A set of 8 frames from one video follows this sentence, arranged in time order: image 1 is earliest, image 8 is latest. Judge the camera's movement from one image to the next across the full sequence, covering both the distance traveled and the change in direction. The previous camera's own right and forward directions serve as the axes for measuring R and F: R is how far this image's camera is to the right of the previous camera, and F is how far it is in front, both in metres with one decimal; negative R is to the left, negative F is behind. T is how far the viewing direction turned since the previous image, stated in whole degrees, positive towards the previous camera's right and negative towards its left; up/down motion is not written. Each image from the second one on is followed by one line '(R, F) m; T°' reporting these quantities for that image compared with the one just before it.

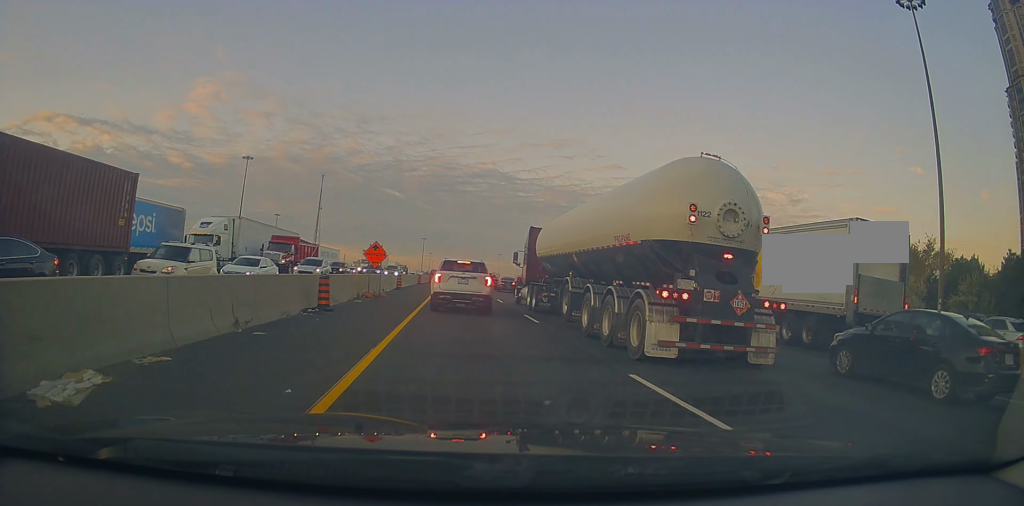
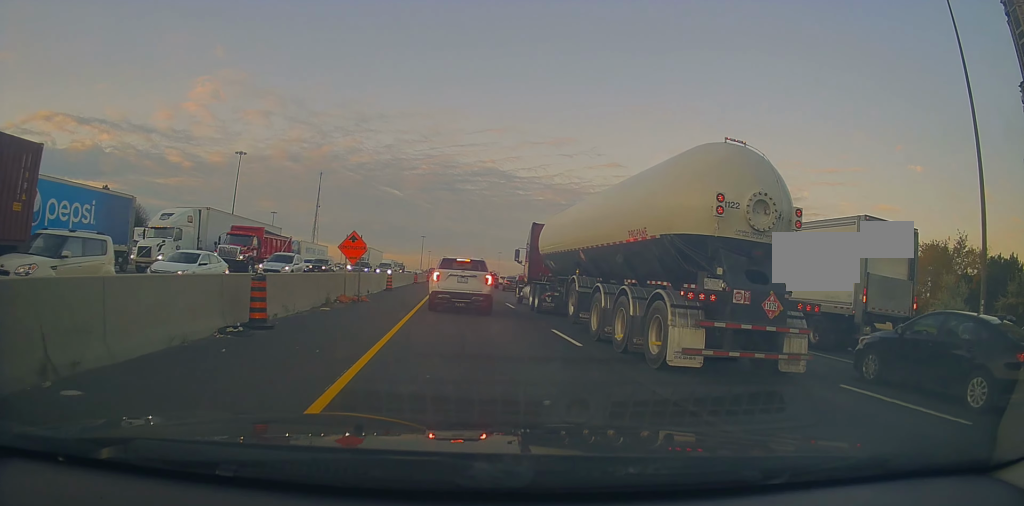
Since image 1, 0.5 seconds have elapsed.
(+0.1, +5.5) m; +1°
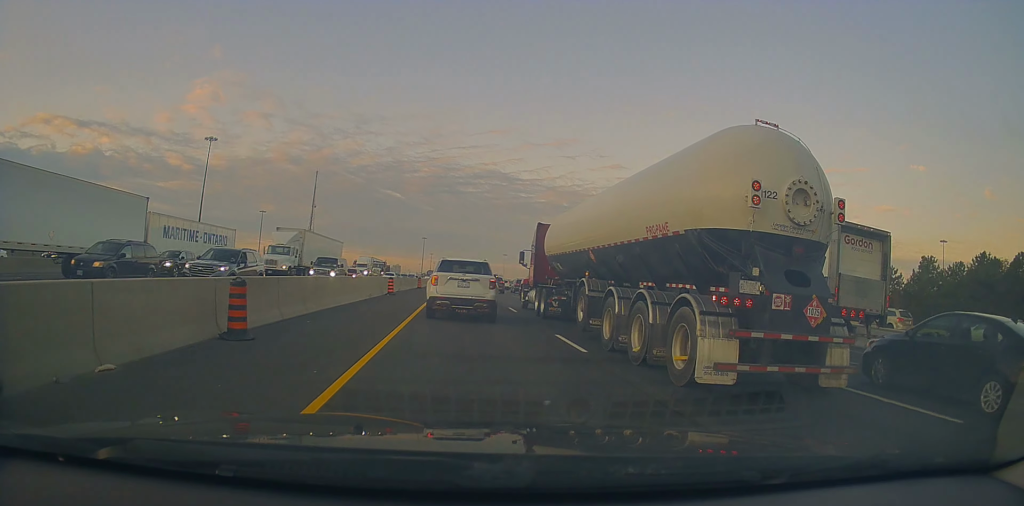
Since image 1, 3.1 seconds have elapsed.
(-0.5, +23.4) m; -3°
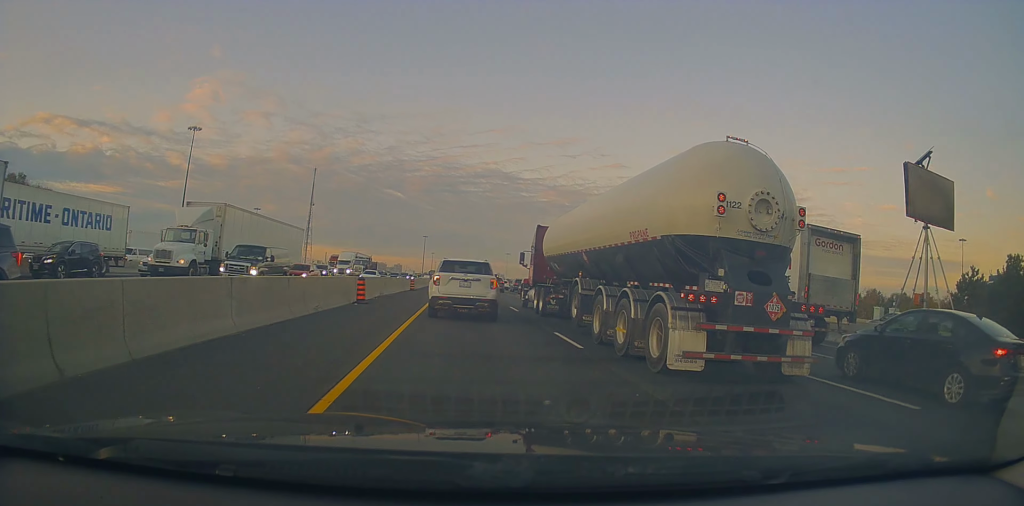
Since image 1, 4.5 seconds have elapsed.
(-0.3, +11.2) m; 0°
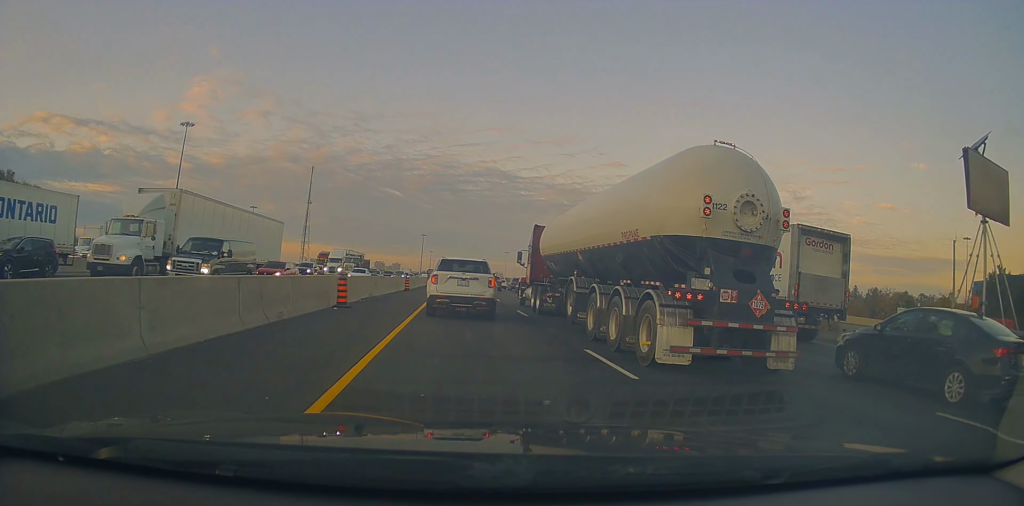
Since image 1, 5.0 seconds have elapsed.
(-0.1, +3.4) m; +2°
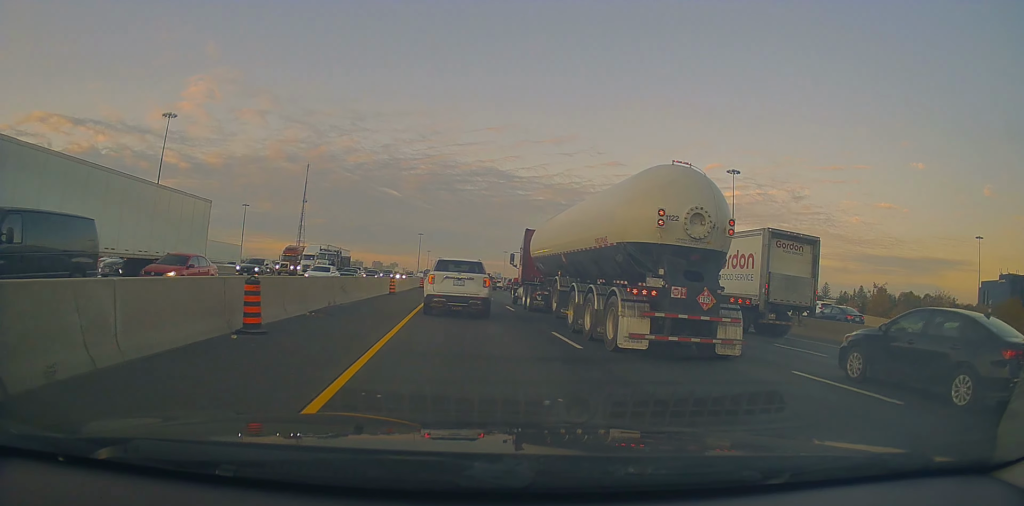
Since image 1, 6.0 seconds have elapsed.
(+0.6, +8.4) m; 0°
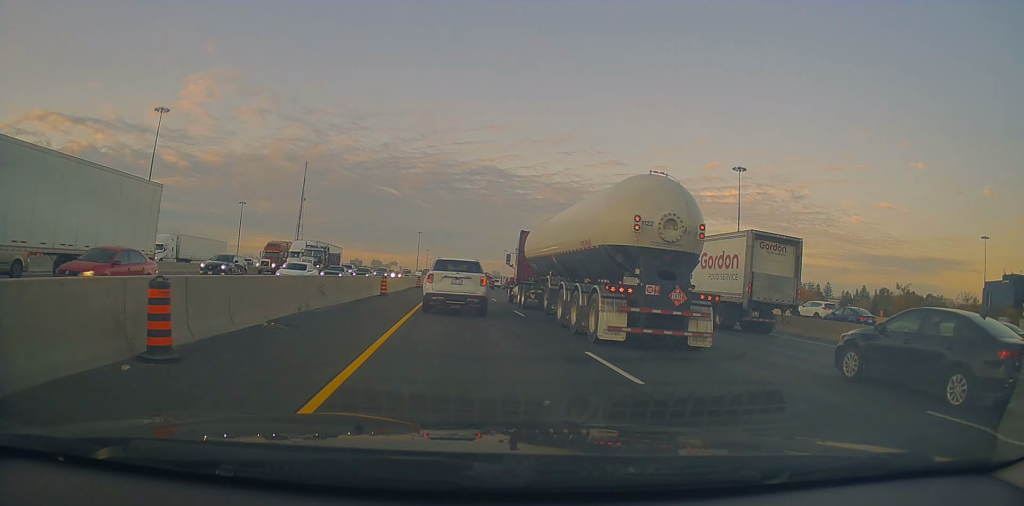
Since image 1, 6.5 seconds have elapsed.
(-0.1, +3.6) m; -1°
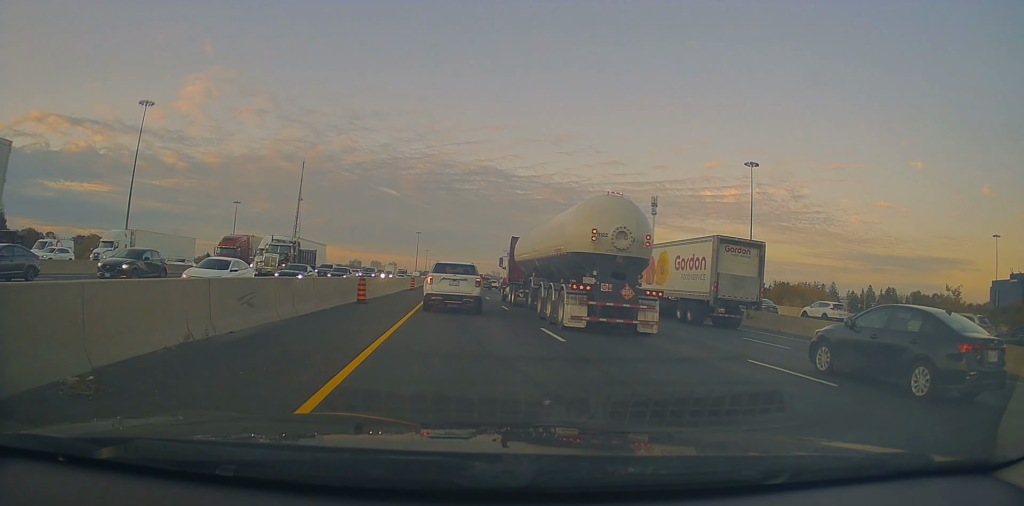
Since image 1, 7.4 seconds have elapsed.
(-0.6, +7.0) m; -1°
